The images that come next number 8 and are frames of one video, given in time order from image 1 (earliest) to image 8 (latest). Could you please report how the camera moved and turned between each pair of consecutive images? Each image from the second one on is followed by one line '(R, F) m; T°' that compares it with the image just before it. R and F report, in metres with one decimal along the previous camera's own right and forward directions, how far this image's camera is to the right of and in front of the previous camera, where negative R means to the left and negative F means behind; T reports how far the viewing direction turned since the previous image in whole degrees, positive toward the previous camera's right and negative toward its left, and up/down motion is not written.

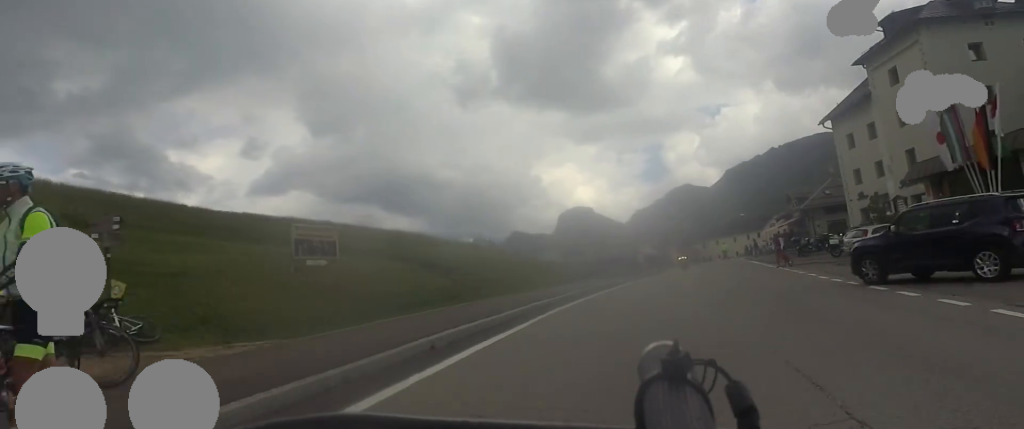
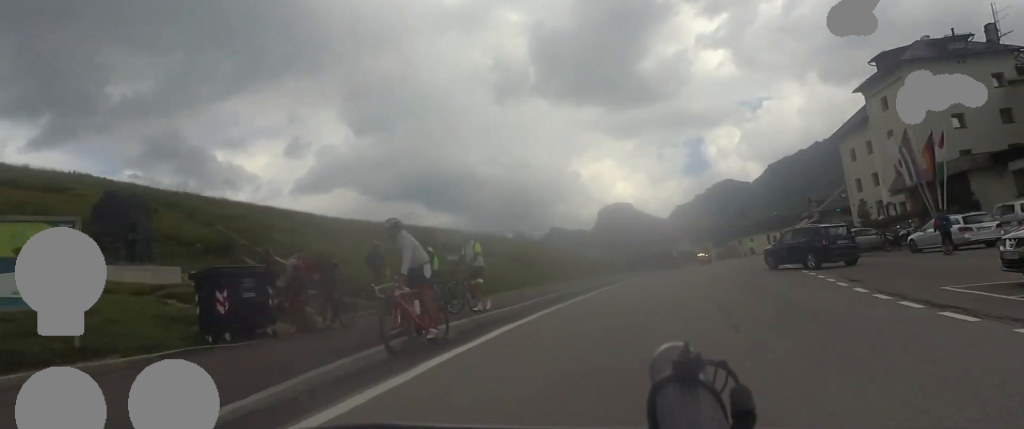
(0.0, +9.6) m; -5°
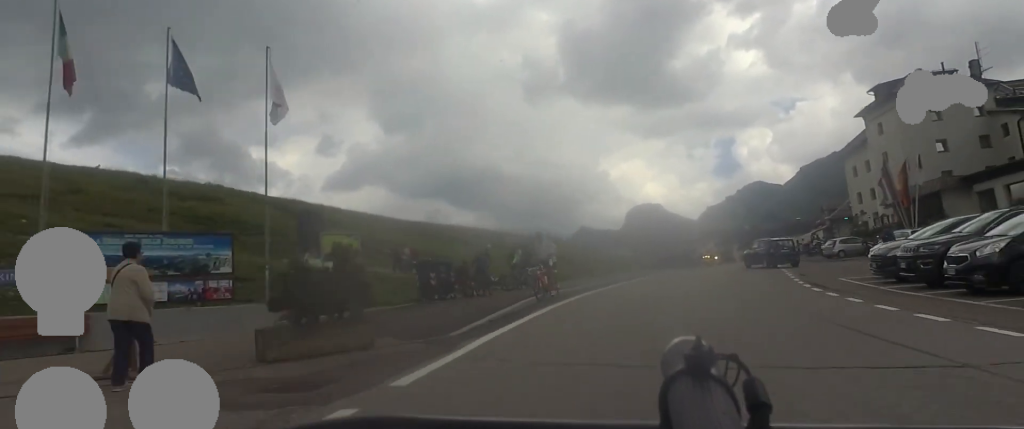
(-0.6, +8.2) m; -3°
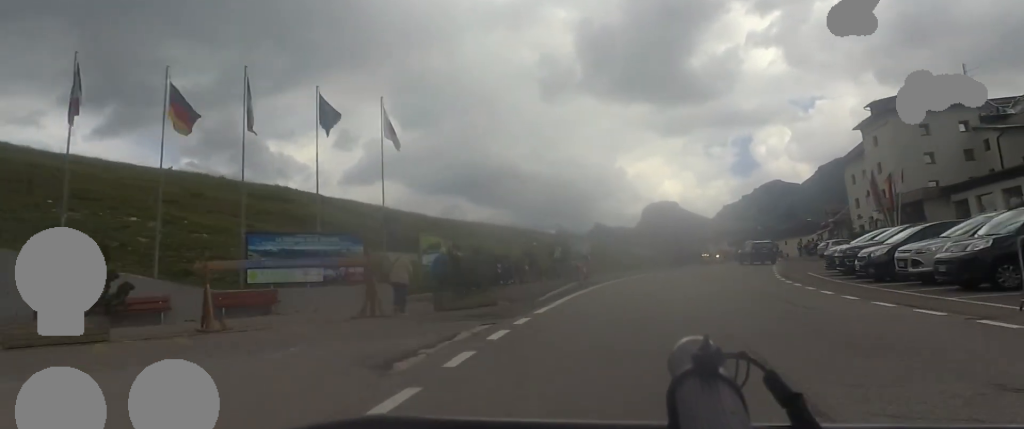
(-0.4, +6.2) m; -1°
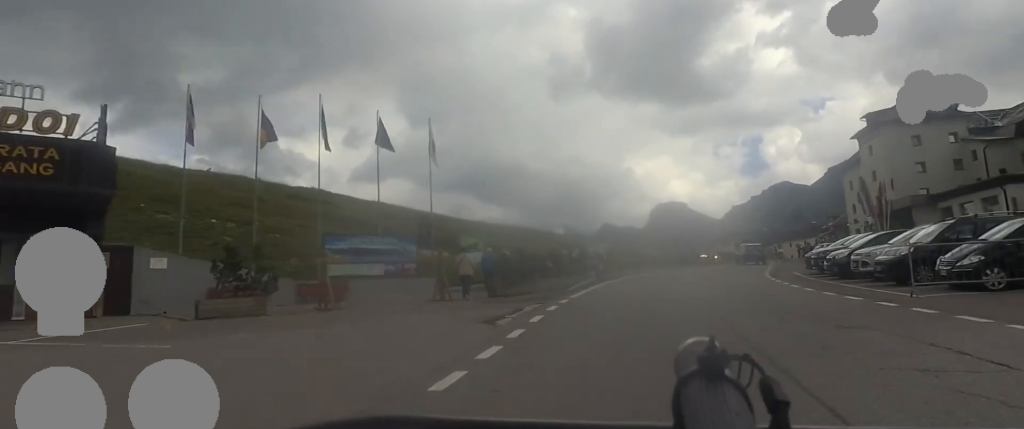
(+0.3, +4.2) m; 0°
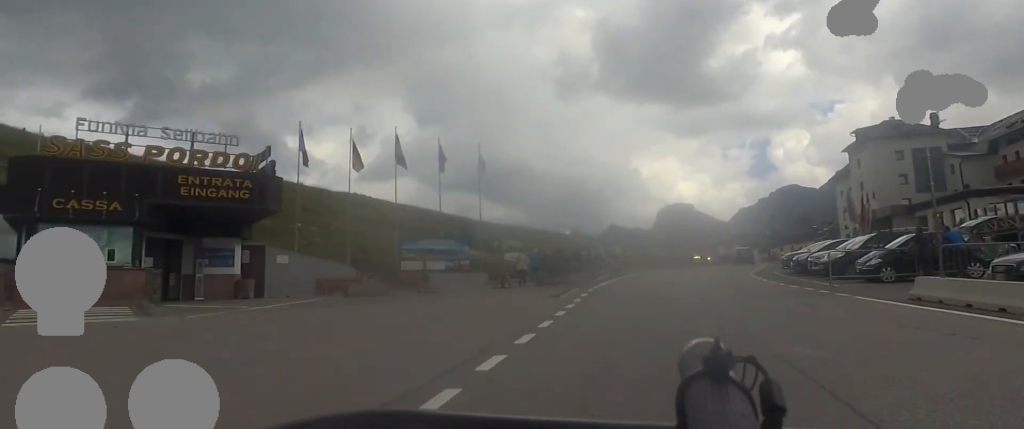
(+0.2, +6.7) m; 0°
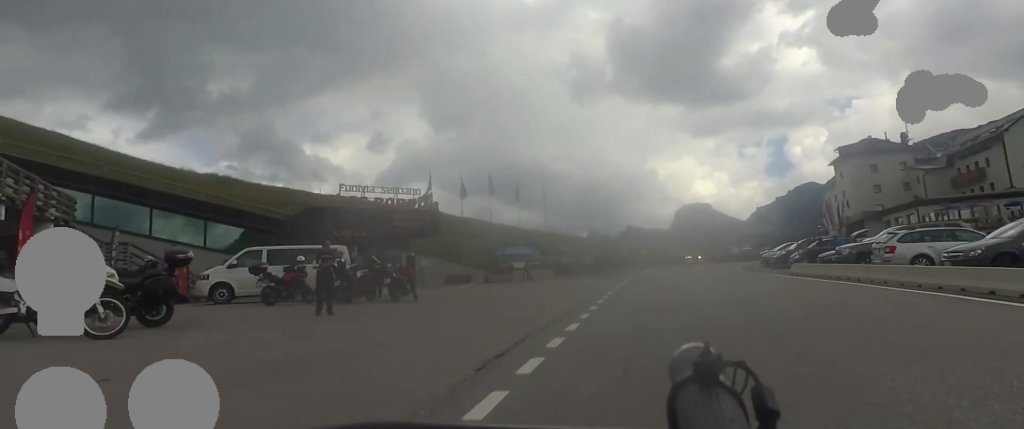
(-0.2, +14.8) m; -1°
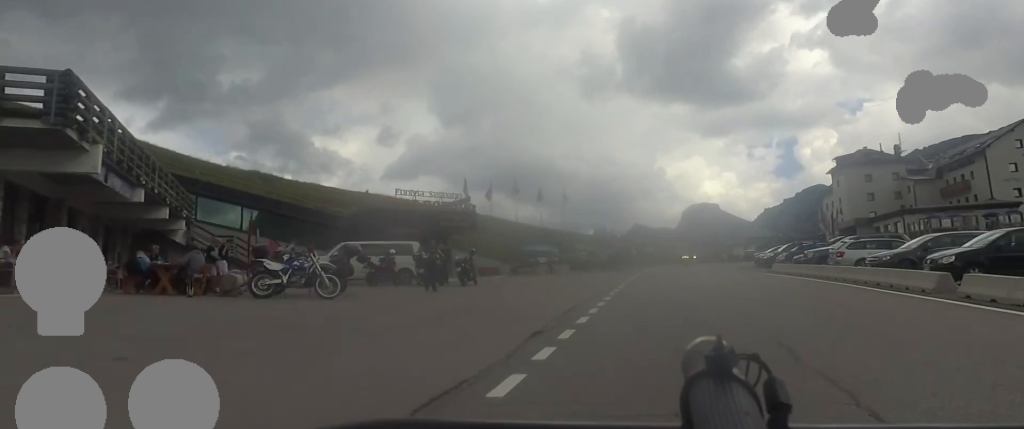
(+0.3, +6.3) m; -1°
